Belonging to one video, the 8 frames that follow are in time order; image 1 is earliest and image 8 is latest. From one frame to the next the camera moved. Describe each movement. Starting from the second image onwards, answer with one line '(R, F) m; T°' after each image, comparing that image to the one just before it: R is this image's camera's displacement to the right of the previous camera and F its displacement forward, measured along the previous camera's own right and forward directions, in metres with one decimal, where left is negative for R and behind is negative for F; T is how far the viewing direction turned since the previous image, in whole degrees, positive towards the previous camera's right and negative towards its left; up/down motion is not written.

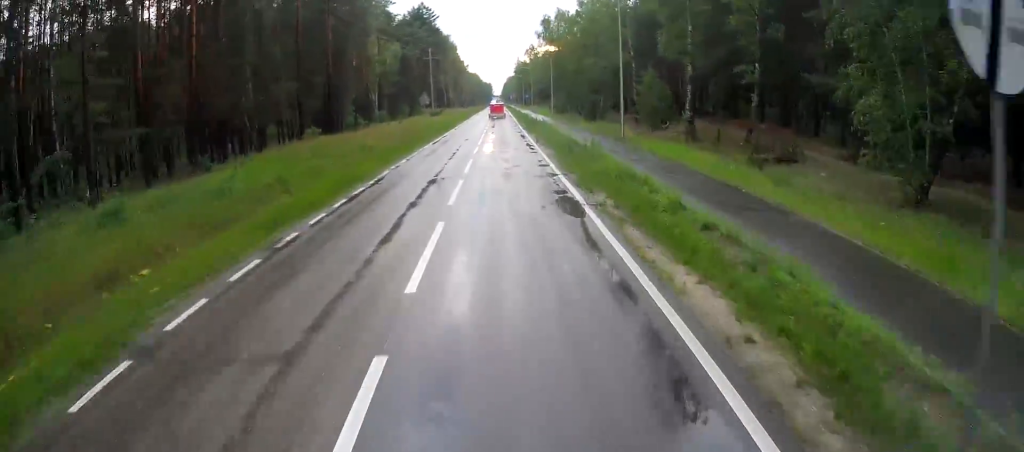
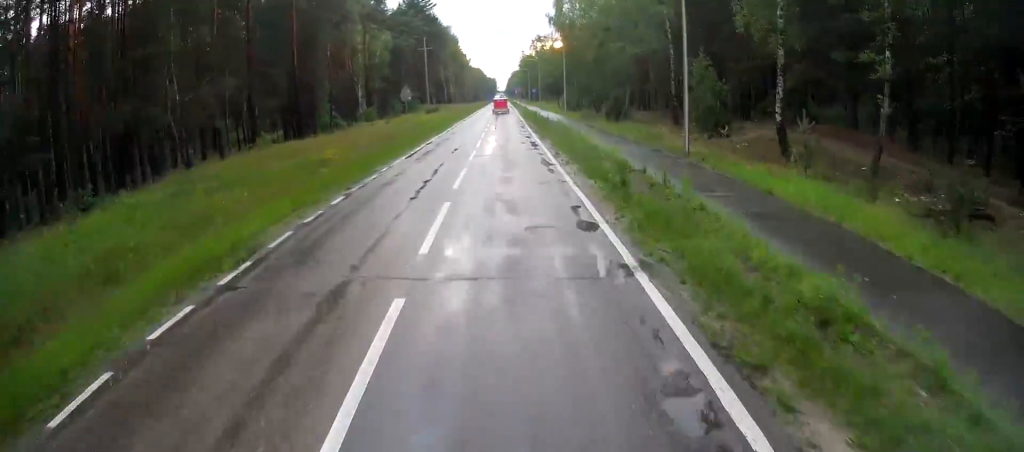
(0.0, +10.2) m; +1°
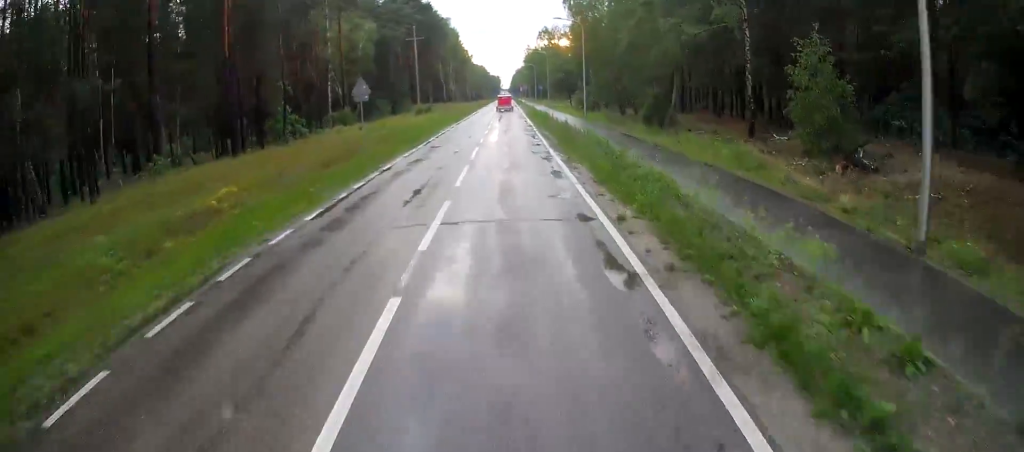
(+0.1, +12.1) m; +1°
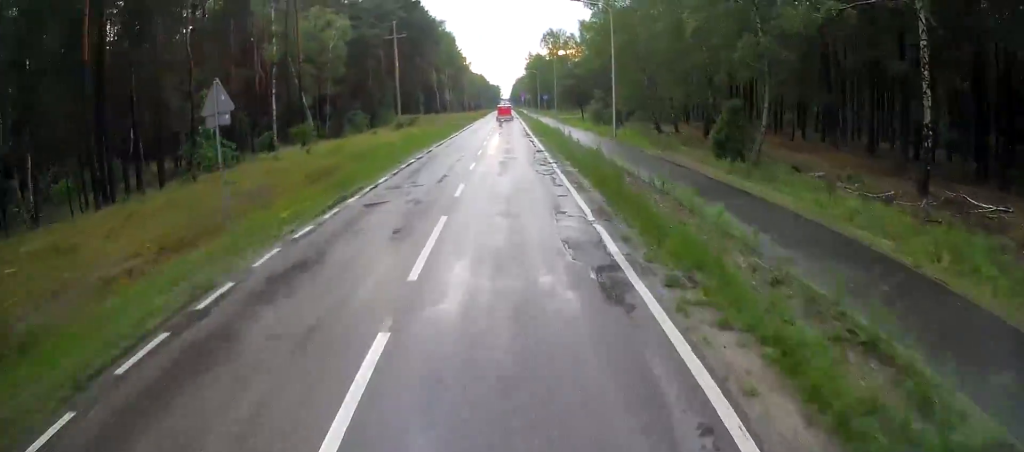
(+0.1, +12.8) m; 0°
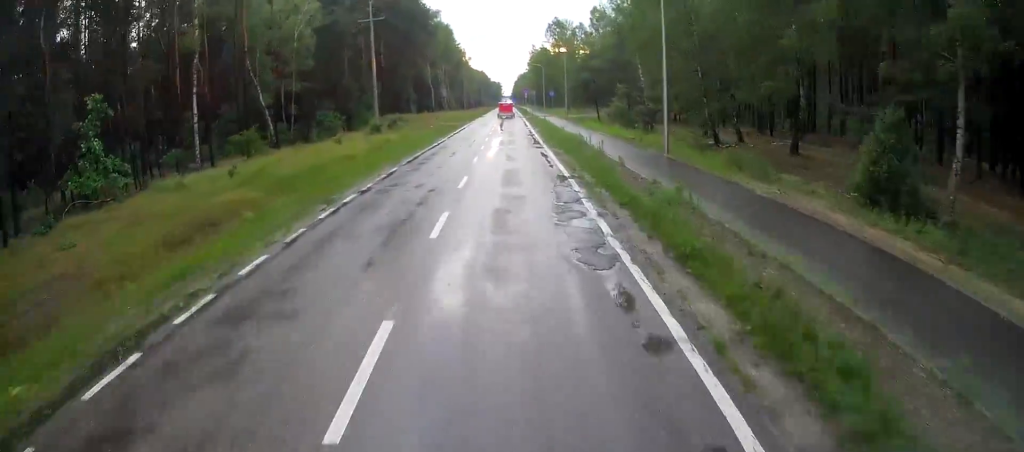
(+0.1, +10.8) m; -1°
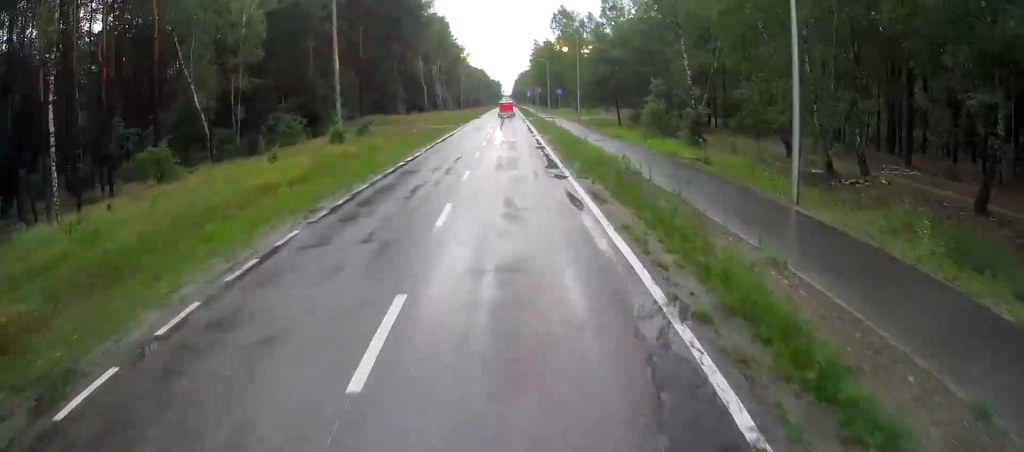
(-0.2, +10.6) m; -1°
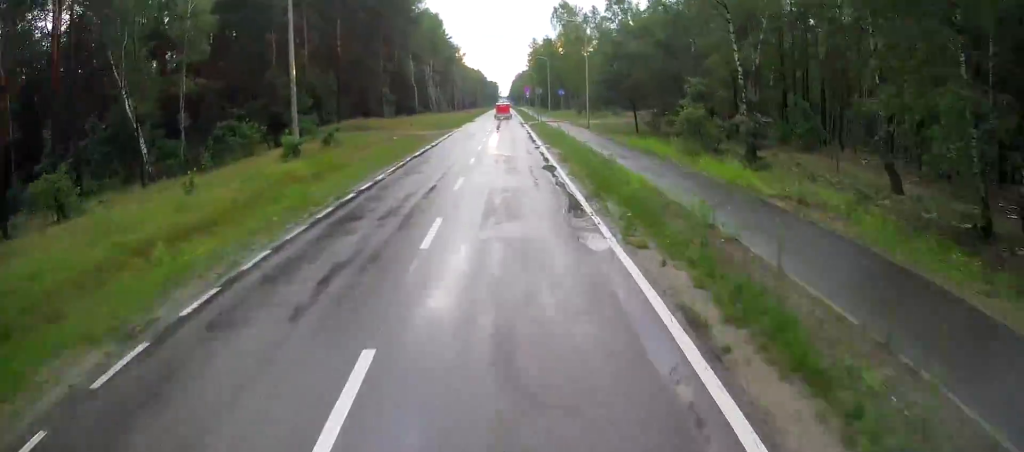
(-0.1, +7.3) m; -1°
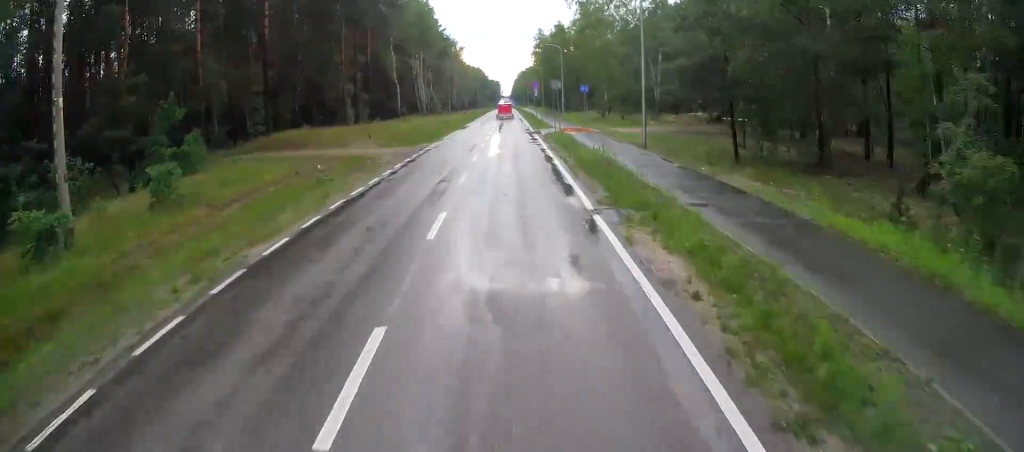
(-0.1, +17.1) m; +1°
